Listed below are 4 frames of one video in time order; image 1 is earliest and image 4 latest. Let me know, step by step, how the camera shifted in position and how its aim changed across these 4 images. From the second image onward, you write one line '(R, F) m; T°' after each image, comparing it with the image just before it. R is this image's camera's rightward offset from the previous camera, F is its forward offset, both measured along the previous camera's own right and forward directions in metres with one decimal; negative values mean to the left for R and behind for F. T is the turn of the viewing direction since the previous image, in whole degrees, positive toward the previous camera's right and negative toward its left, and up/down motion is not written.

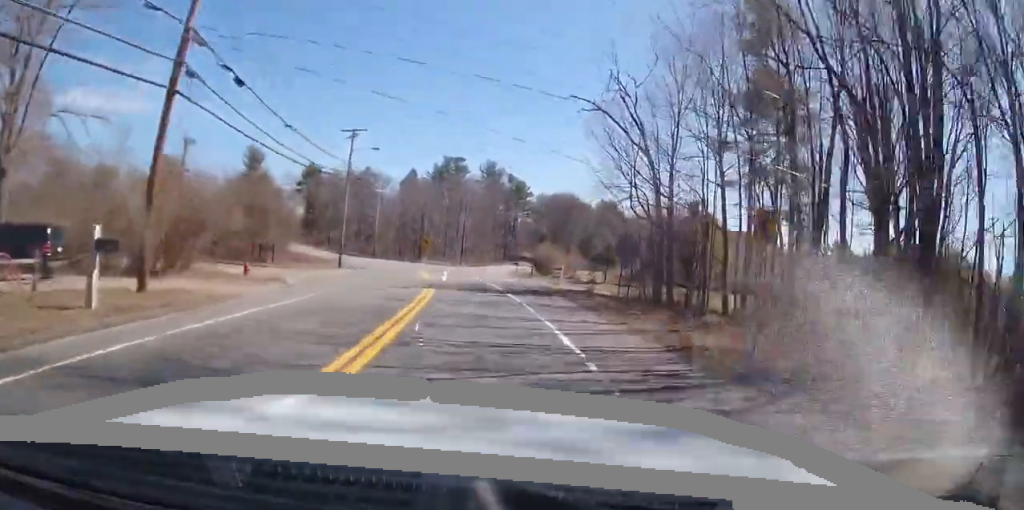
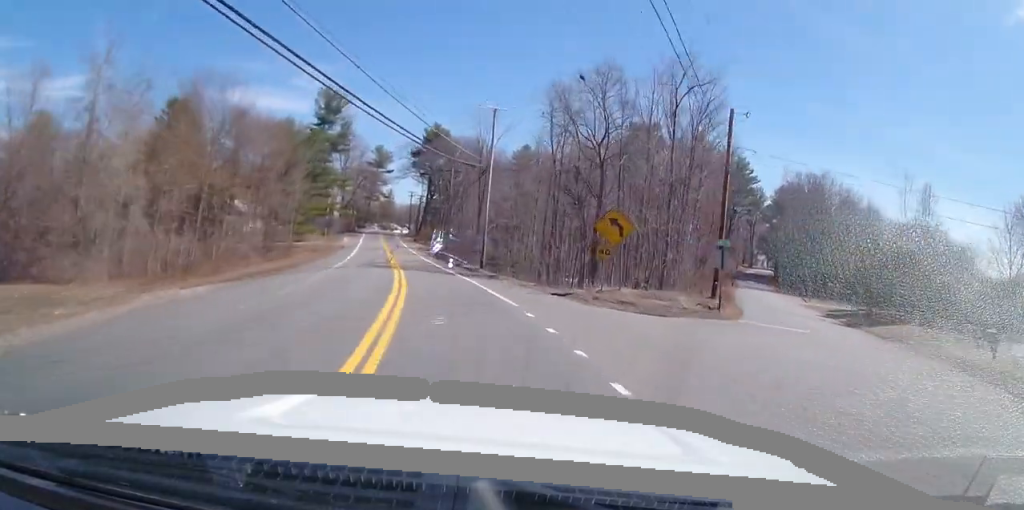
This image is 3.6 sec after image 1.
(-6.6, +58.5) m; -12°
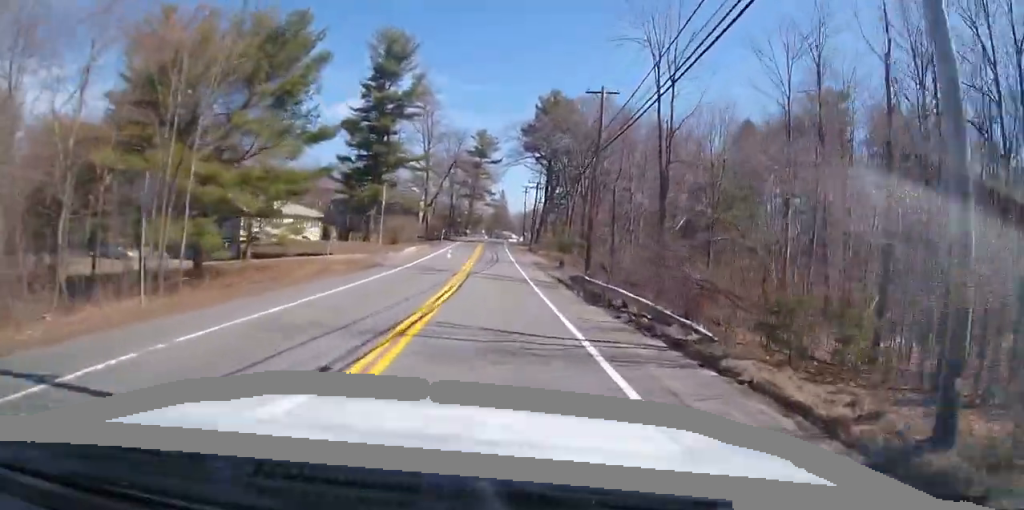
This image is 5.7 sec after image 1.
(-3.0, +36.0) m; -9°
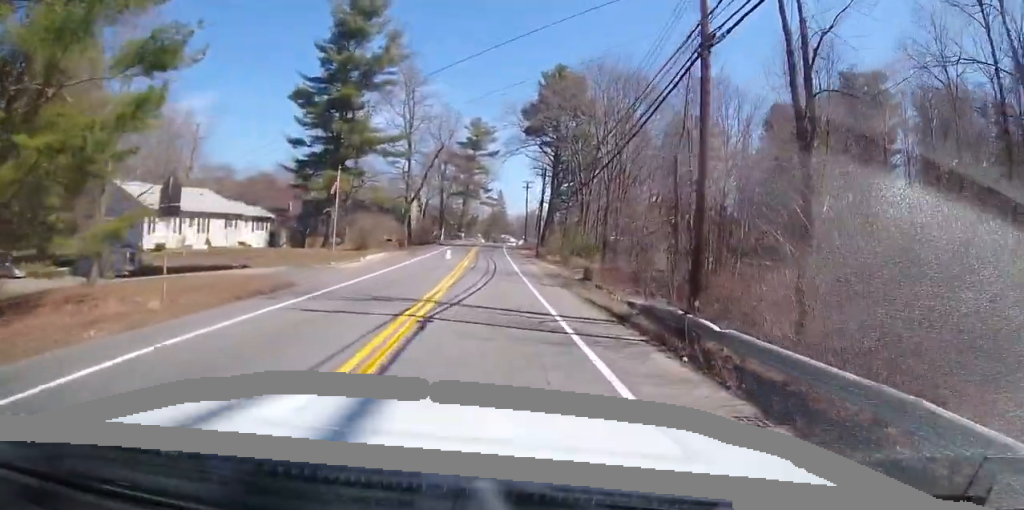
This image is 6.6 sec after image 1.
(-0.6, +14.8) m; -4°
